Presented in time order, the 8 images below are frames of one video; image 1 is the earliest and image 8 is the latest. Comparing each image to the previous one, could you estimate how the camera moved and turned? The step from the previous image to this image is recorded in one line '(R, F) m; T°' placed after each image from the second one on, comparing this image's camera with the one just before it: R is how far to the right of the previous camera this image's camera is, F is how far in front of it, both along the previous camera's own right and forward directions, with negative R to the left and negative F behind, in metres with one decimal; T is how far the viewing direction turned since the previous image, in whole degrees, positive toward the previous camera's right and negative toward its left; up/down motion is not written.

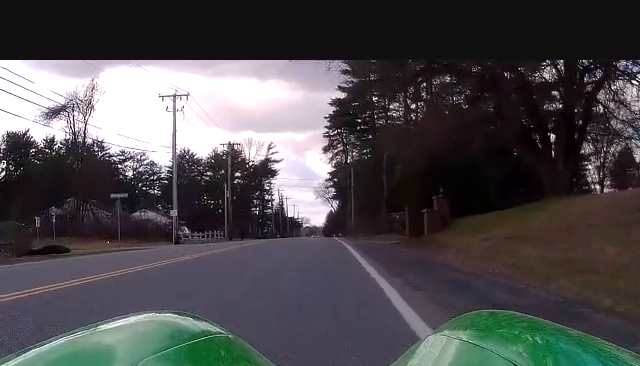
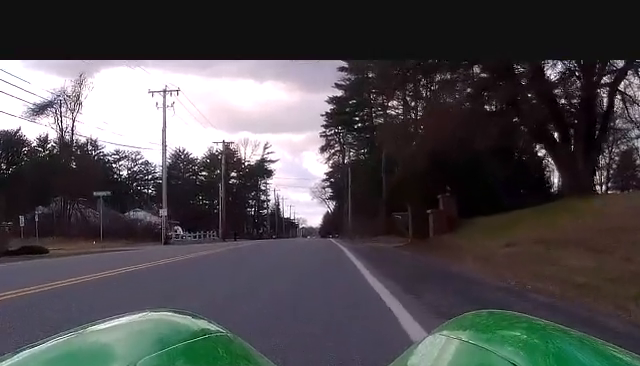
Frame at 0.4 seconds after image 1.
(0.0, +2.8) m; 0°
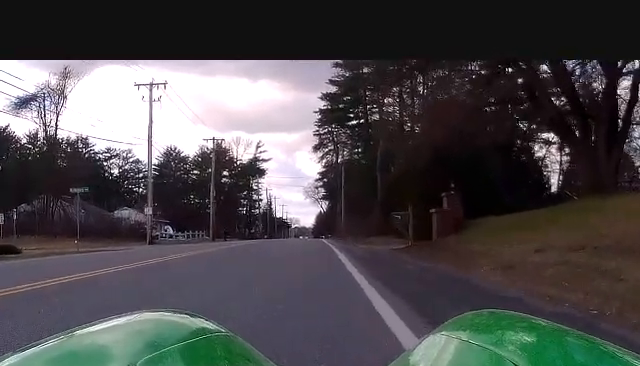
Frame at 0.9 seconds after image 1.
(-0.1, +2.7) m; 0°
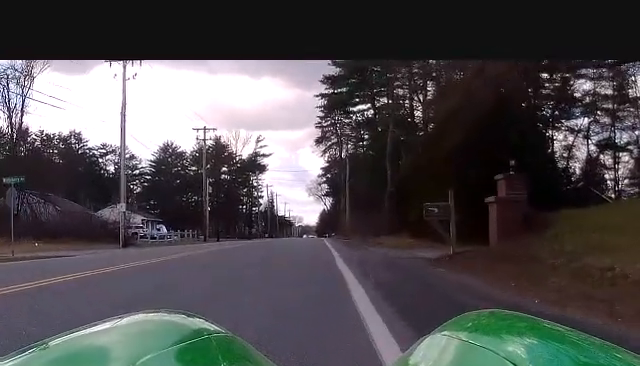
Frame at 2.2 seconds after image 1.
(+0.2, +8.5) m; +4°
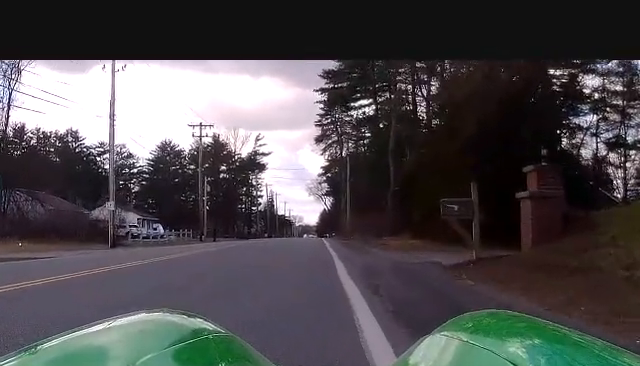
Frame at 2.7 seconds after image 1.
(+0.1, +2.7) m; +1°
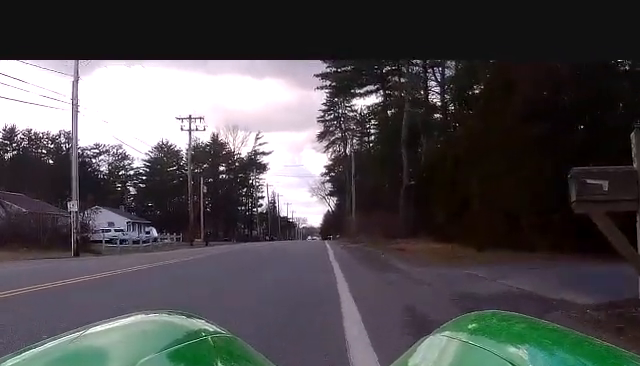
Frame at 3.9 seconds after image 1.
(+0.1, +7.8) m; -2°
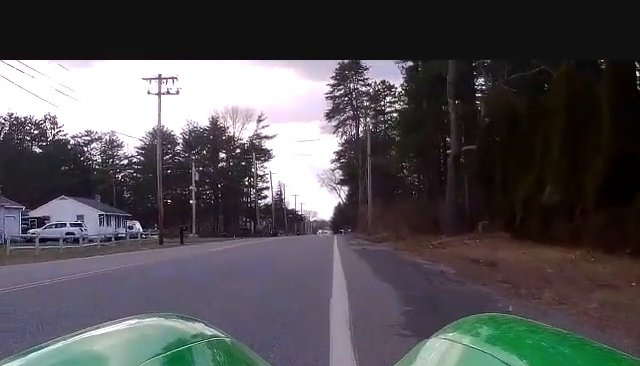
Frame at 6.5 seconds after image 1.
(-0.5, +17.7) m; 0°
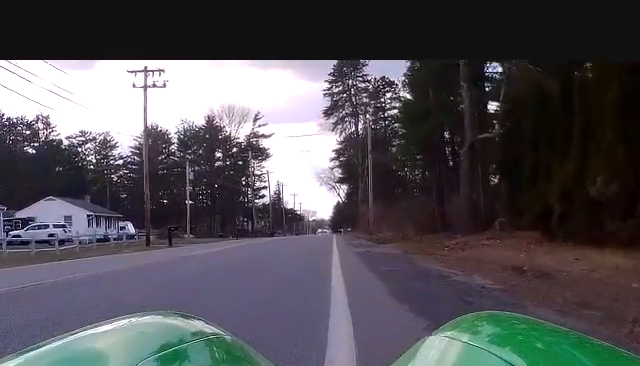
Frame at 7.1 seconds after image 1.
(0.0, +4.3) m; 0°
